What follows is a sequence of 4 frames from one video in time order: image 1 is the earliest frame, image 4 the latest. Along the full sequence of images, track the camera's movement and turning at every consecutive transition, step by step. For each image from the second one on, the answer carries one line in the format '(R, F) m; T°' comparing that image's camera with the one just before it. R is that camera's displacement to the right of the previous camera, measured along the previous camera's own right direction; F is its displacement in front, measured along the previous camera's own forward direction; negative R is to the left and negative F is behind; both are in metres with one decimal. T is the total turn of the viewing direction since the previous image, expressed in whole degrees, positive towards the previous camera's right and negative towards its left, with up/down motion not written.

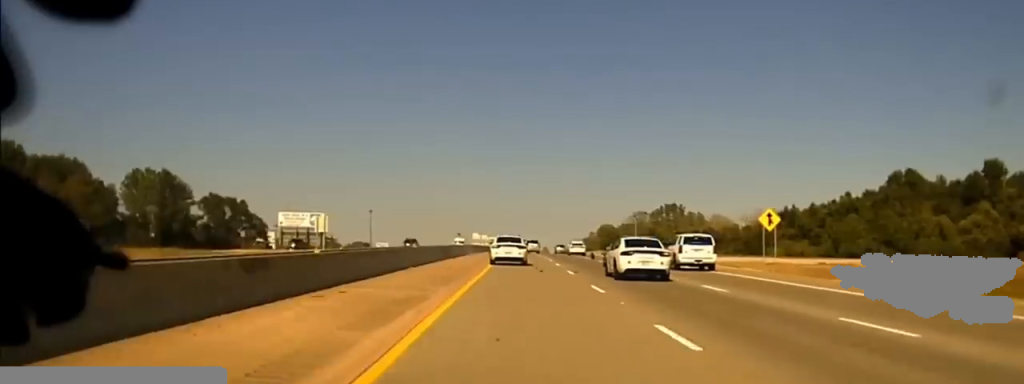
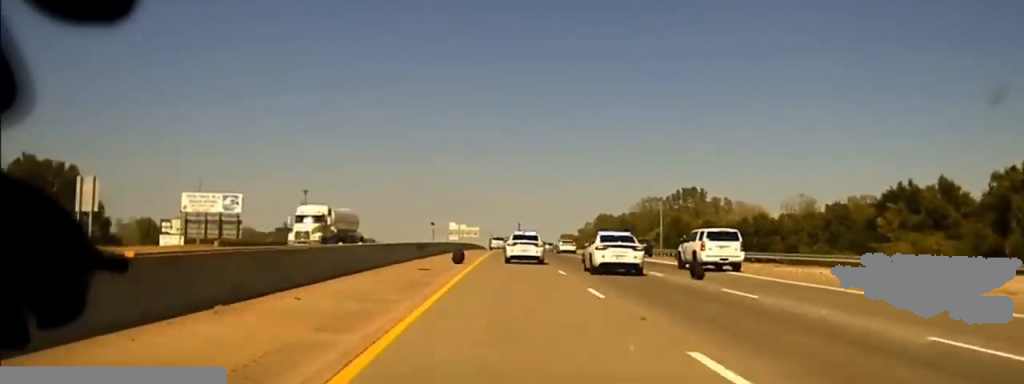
(+0.3, +61.8) m; +1°
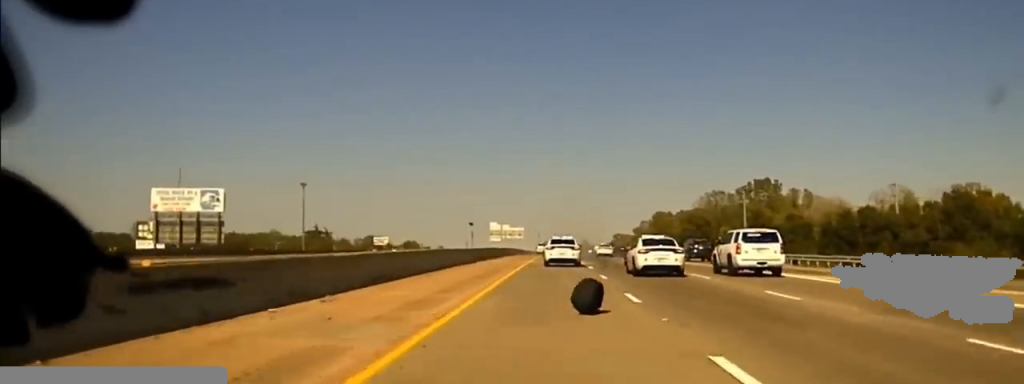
(+0.4, +37.6) m; -2°
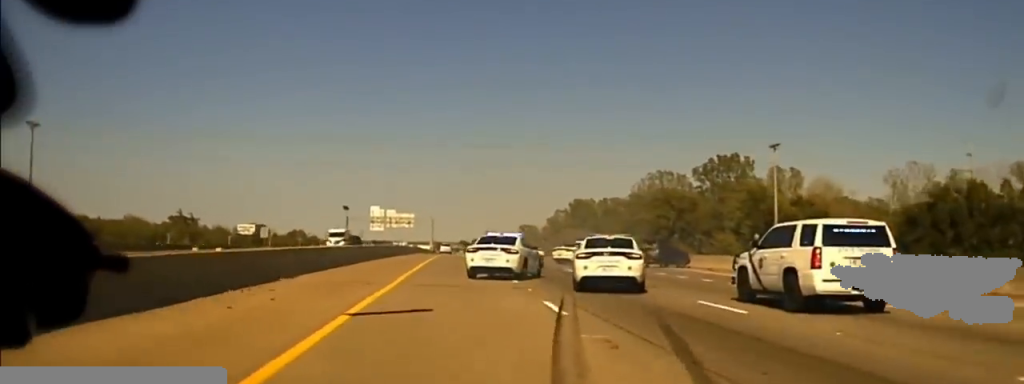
(+1.8, +63.1) m; +5°
